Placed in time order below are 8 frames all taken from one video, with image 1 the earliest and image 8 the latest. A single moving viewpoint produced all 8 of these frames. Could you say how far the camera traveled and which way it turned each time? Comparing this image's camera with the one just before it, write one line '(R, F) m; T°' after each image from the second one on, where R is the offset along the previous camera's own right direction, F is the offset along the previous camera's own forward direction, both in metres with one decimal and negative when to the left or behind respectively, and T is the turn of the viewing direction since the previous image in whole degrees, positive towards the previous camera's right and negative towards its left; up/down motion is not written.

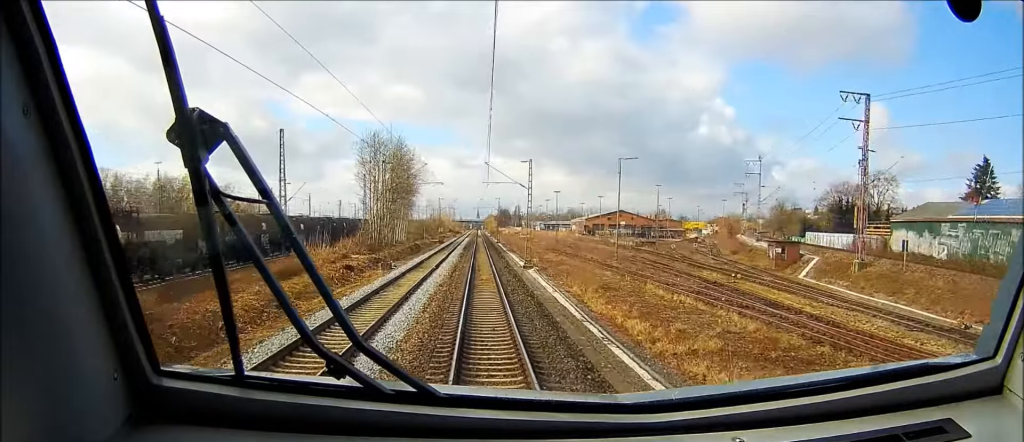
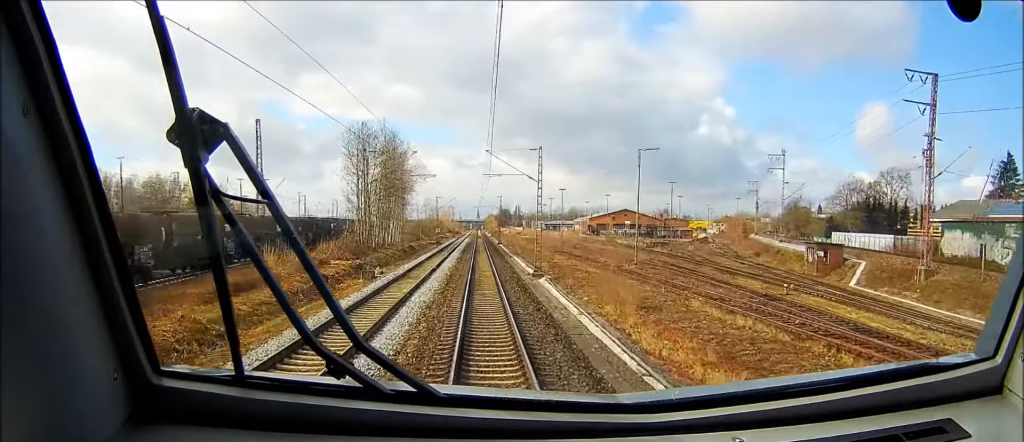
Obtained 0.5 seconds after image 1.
(0.0, +8.3) m; 0°
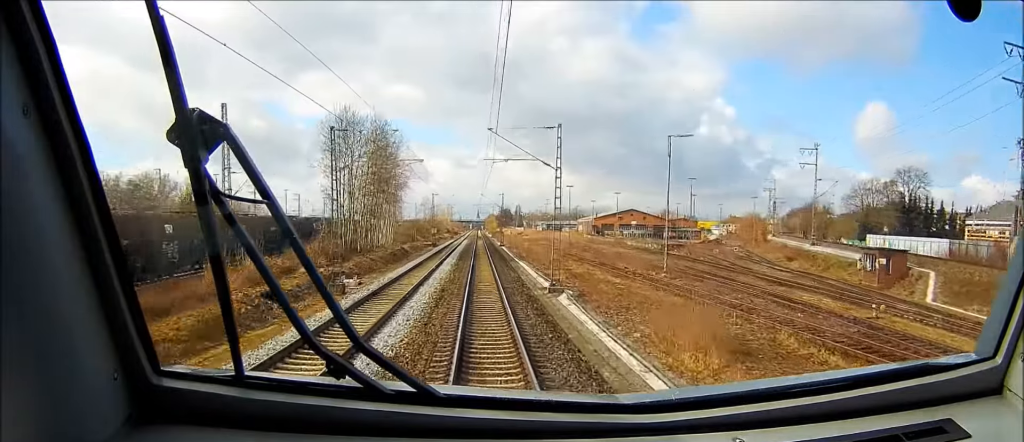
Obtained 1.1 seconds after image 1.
(0.0, +10.1) m; 0°
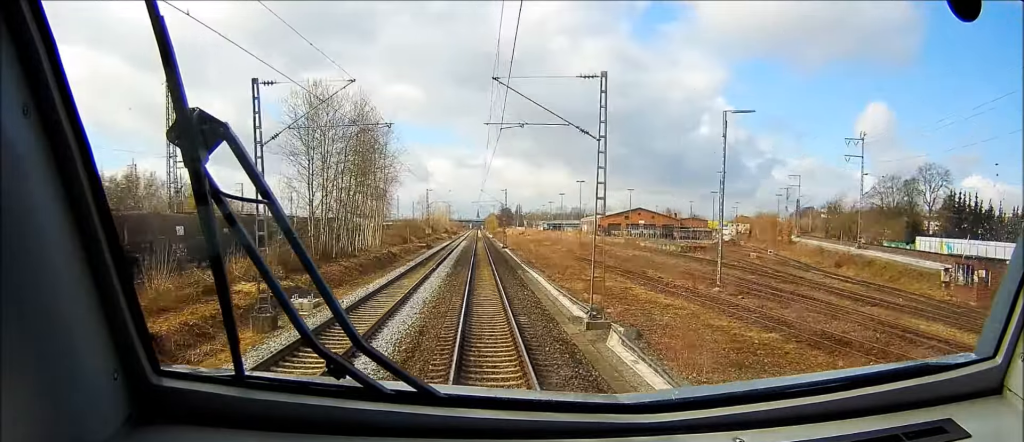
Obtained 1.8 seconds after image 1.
(-0.1, +12.5) m; +1°
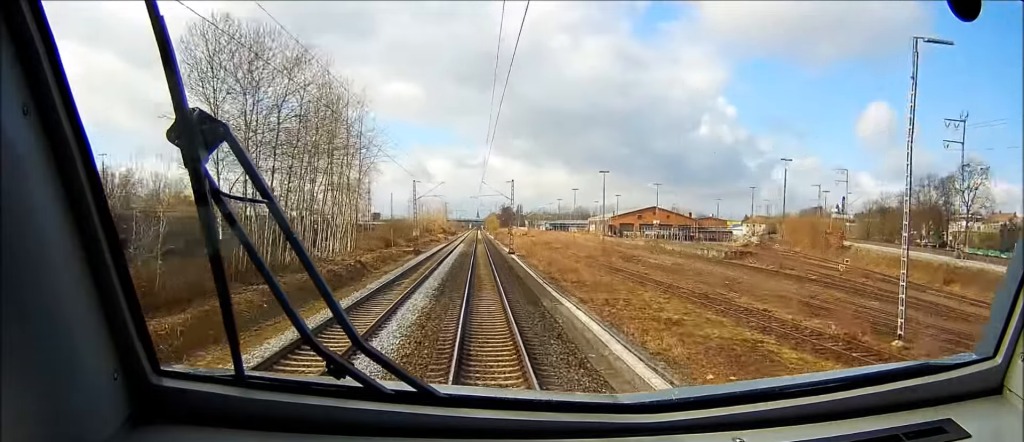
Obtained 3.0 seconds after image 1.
(+0.5, +19.7) m; +2°
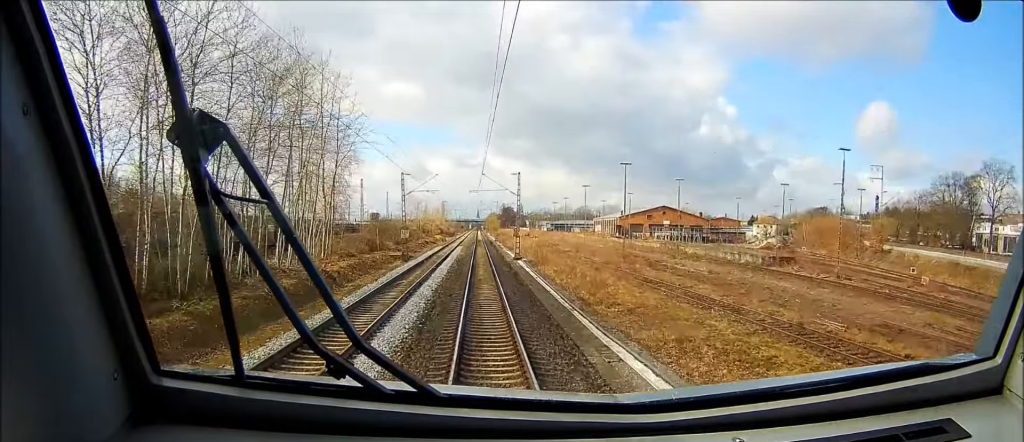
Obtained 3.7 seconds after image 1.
(+0.1, +12.2) m; 0°
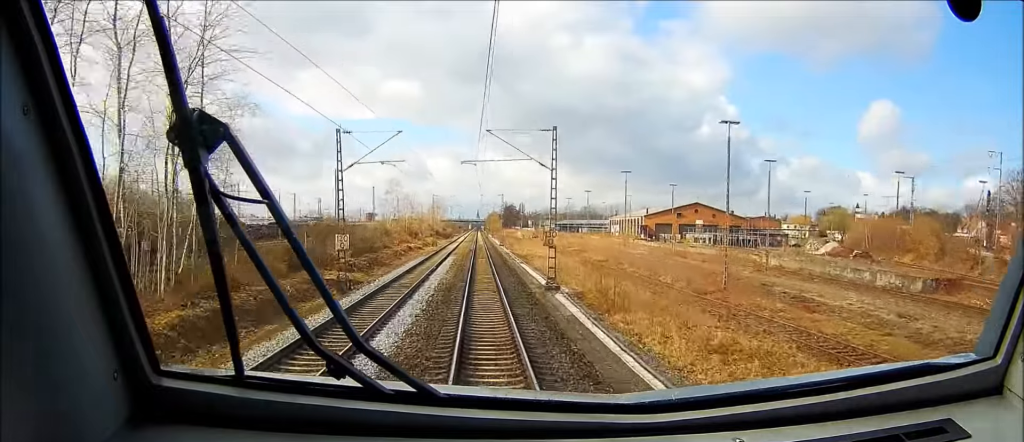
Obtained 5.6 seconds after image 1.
(0.0, +31.3) m; 0°
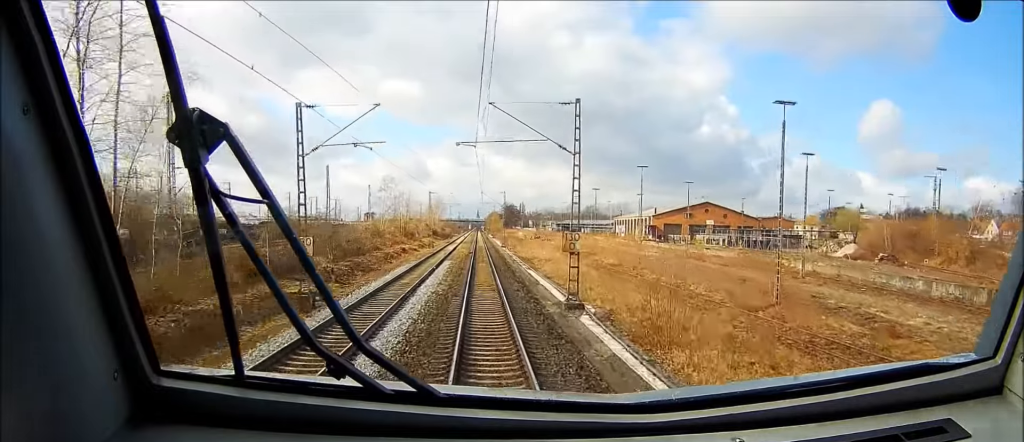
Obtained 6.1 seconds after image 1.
(0.0, +7.9) m; 0°
